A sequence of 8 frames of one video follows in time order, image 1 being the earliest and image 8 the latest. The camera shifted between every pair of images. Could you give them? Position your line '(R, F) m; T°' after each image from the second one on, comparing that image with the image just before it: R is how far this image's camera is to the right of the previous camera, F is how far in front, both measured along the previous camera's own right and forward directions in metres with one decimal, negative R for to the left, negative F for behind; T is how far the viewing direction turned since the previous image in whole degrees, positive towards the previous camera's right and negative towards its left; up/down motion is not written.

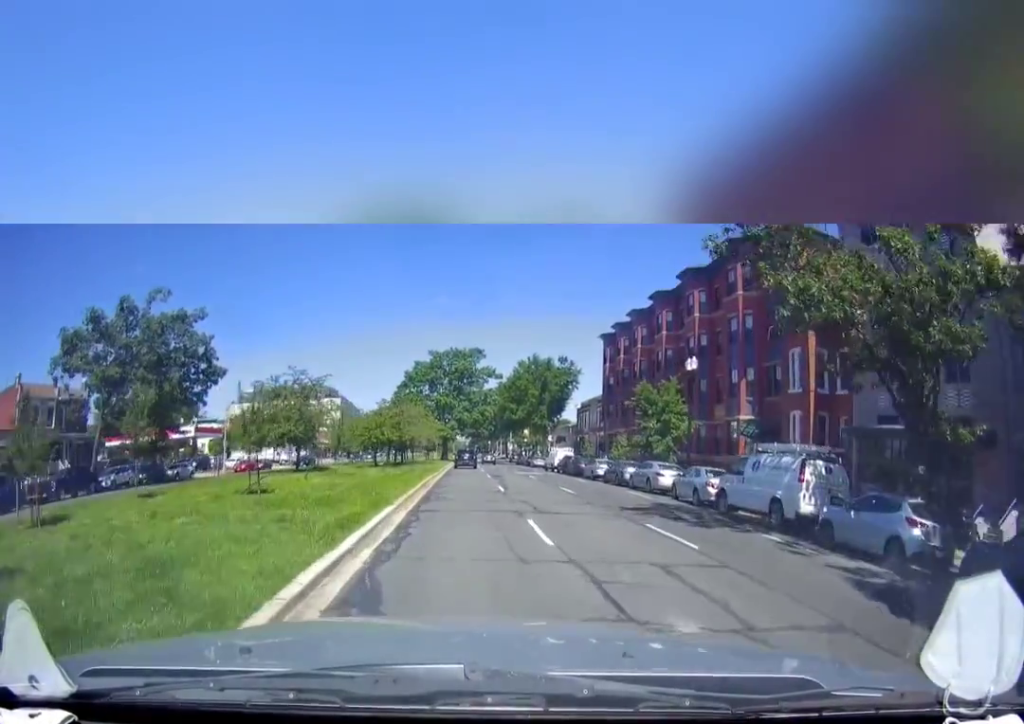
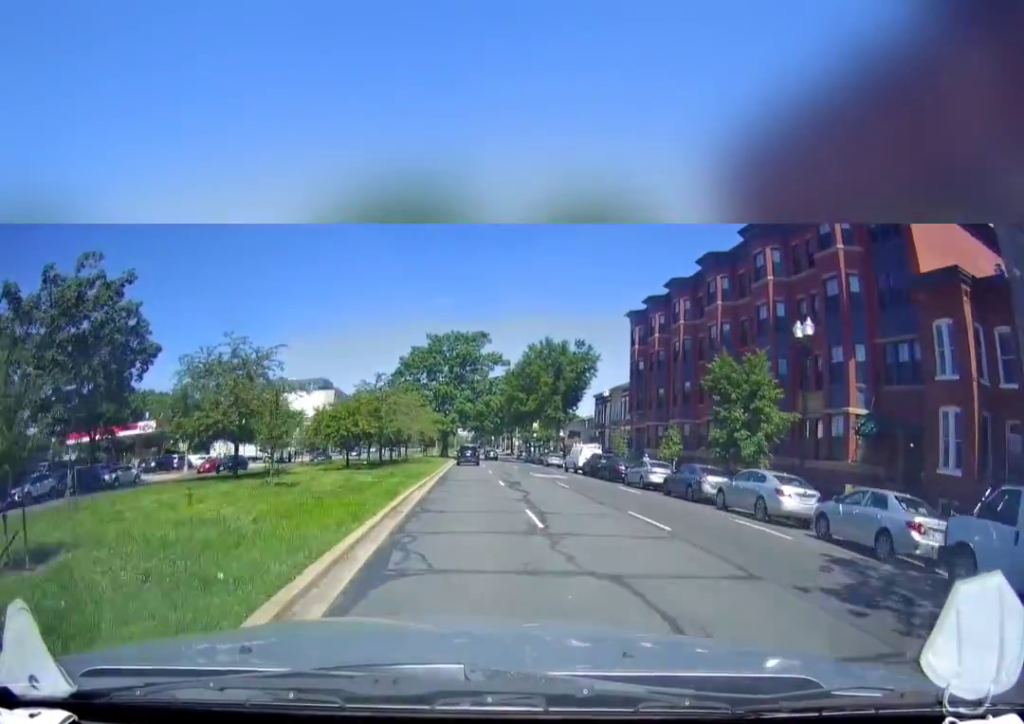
(+0.3, +10.3) m; +1°
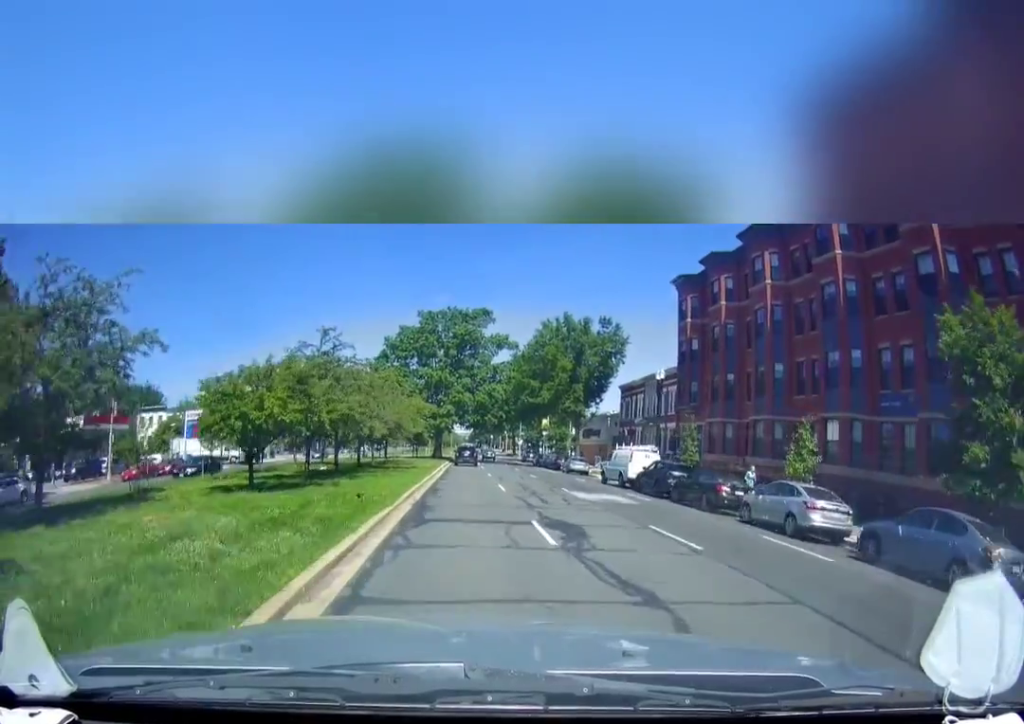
(-0.1, +13.5) m; +1°
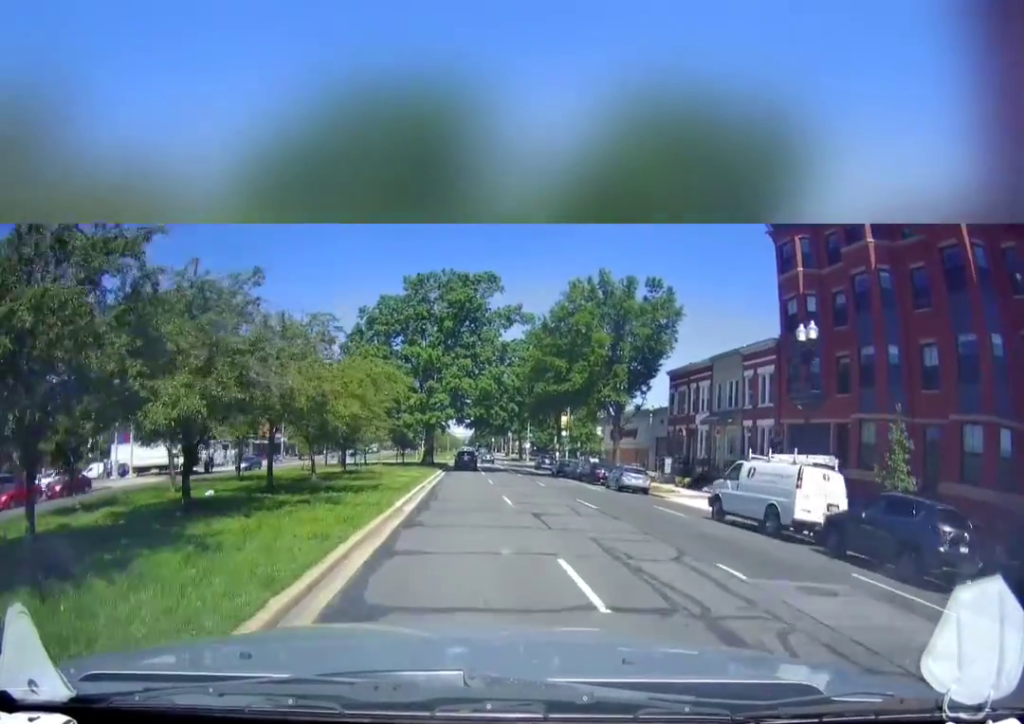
(+0.4, +15.7) m; +2°
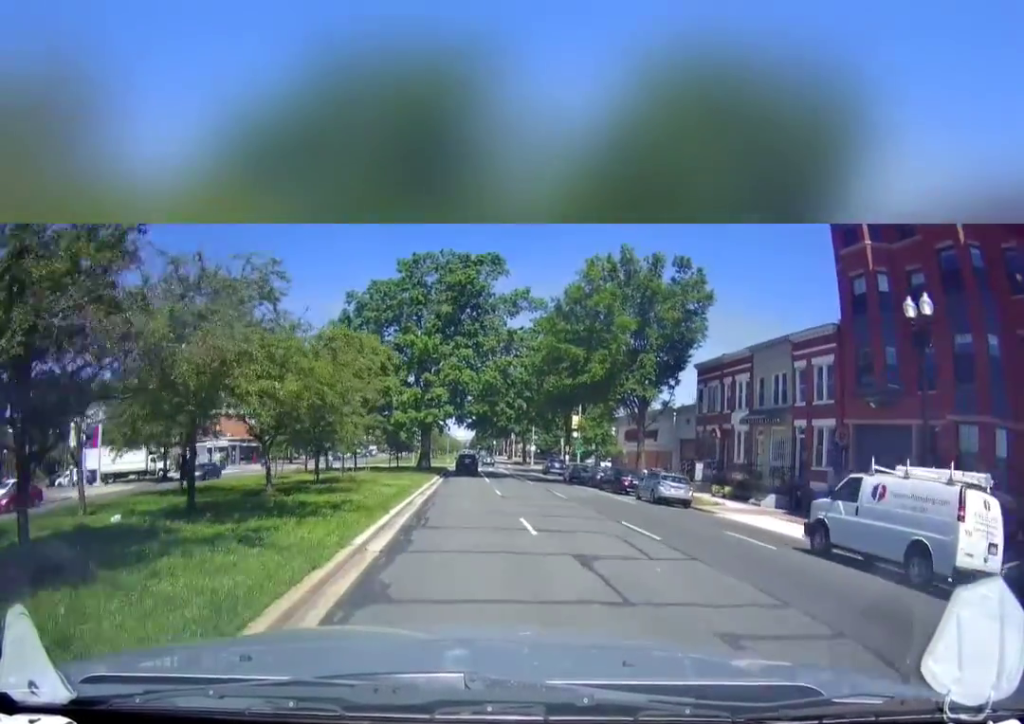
(0.0, +5.8) m; -1°
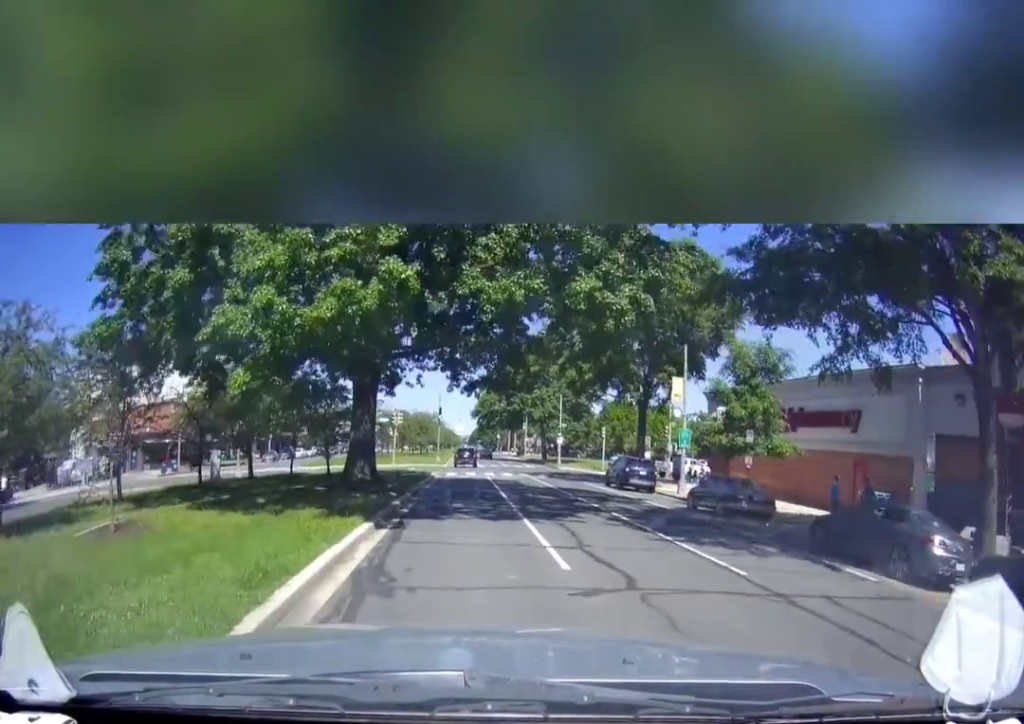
(-0.9, +27.5) m; -1°
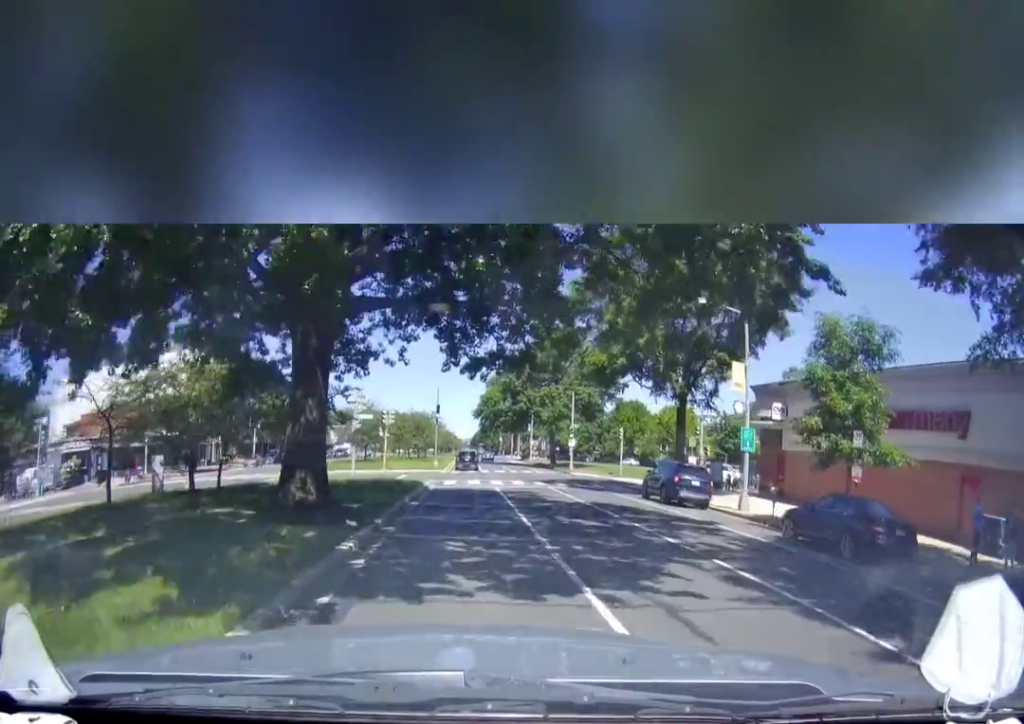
(+0.2, +6.7) m; 0°
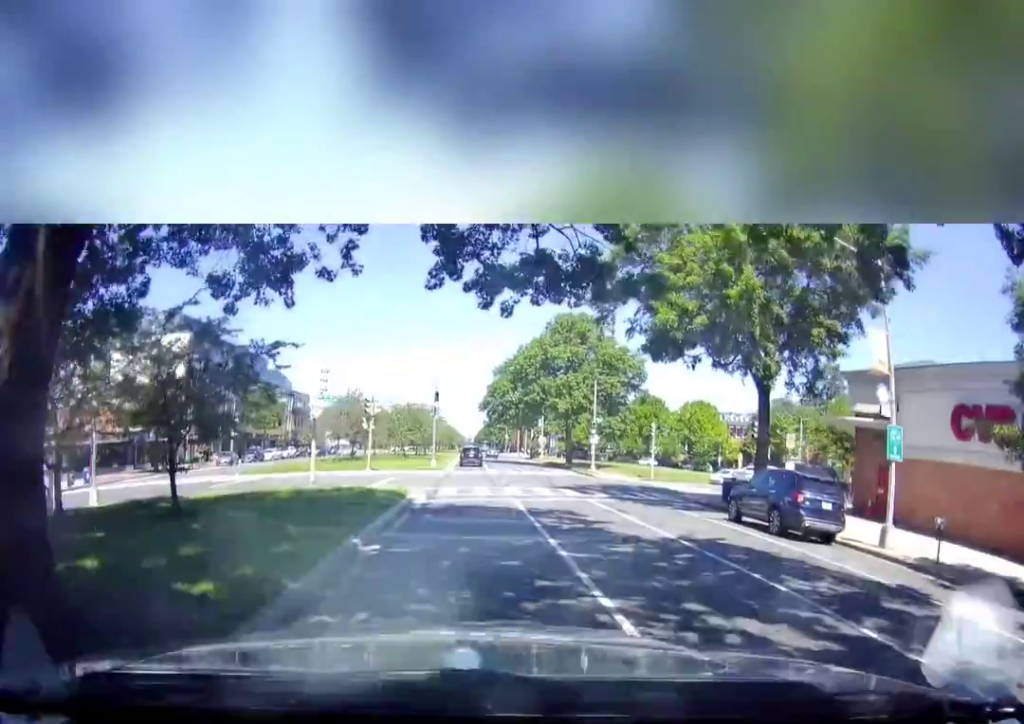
(0.0, +8.7) m; 0°
